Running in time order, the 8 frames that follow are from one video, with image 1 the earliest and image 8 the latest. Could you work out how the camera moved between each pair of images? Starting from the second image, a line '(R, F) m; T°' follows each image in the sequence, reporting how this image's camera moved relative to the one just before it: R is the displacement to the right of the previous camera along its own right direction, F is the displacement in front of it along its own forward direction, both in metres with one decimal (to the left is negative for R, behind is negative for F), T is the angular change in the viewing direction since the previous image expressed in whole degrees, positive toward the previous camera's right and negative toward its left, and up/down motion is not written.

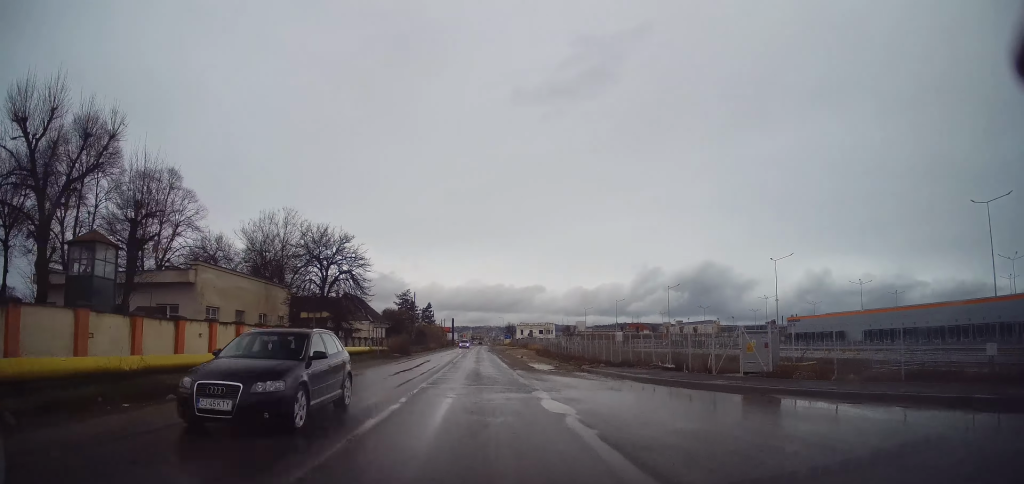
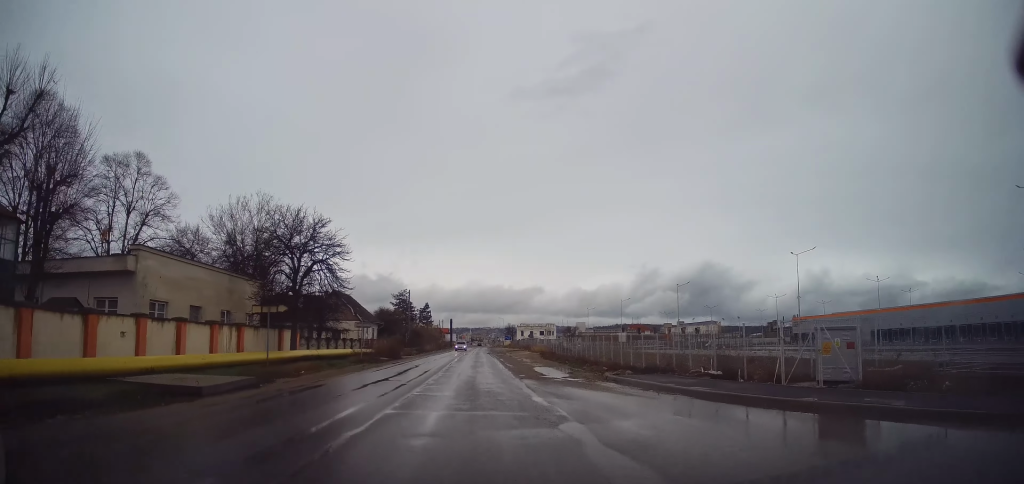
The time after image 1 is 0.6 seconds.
(-0.1, +5.3) m; -1°
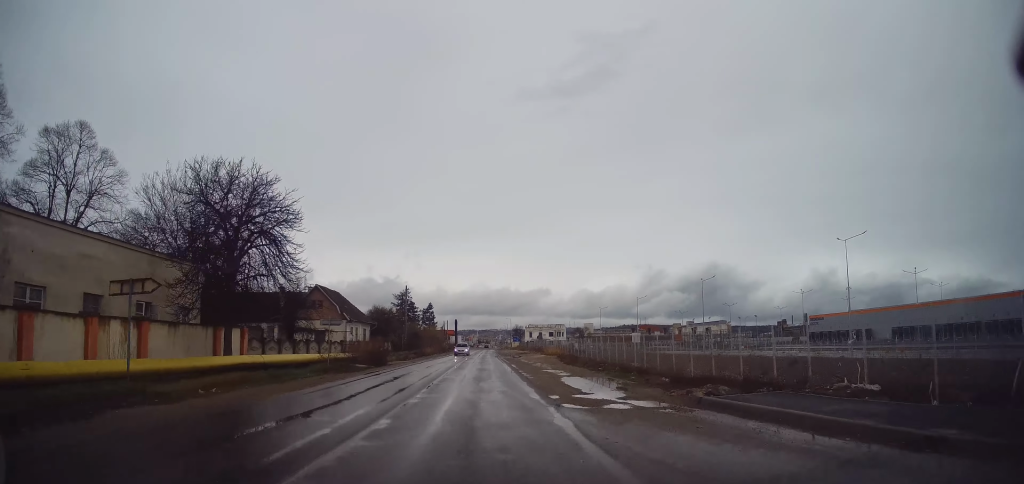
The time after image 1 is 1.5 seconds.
(-0.1, +8.8) m; 0°
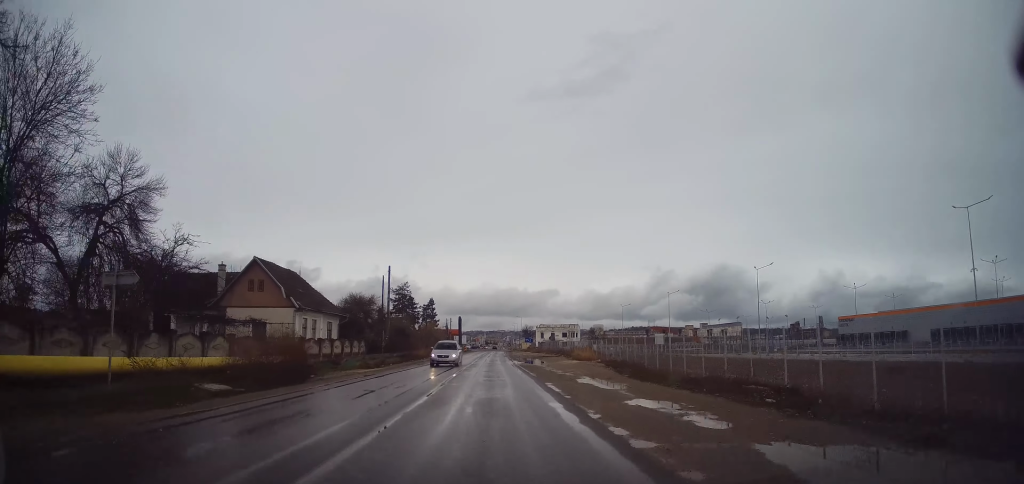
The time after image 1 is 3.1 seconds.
(+0.3, +16.2) m; -1°
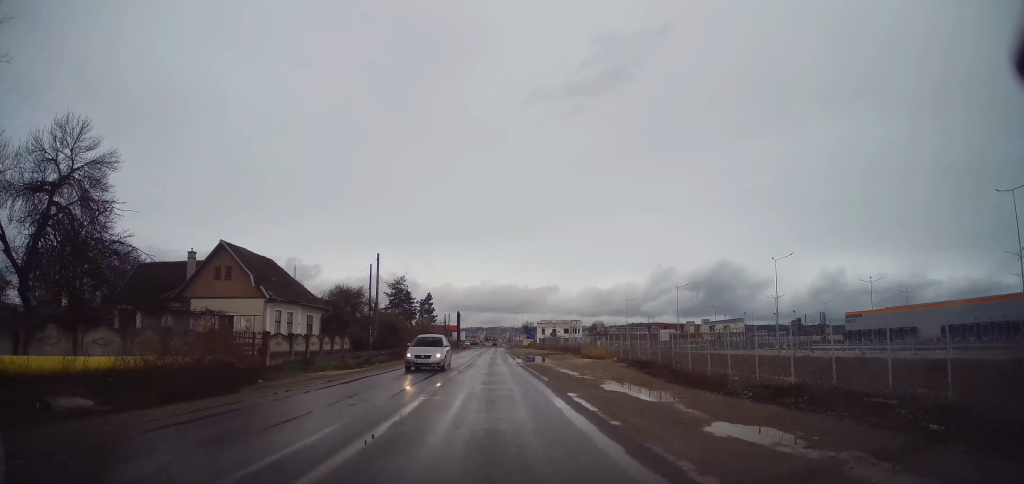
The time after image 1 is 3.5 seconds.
(-0.1, +4.9) m; 0°
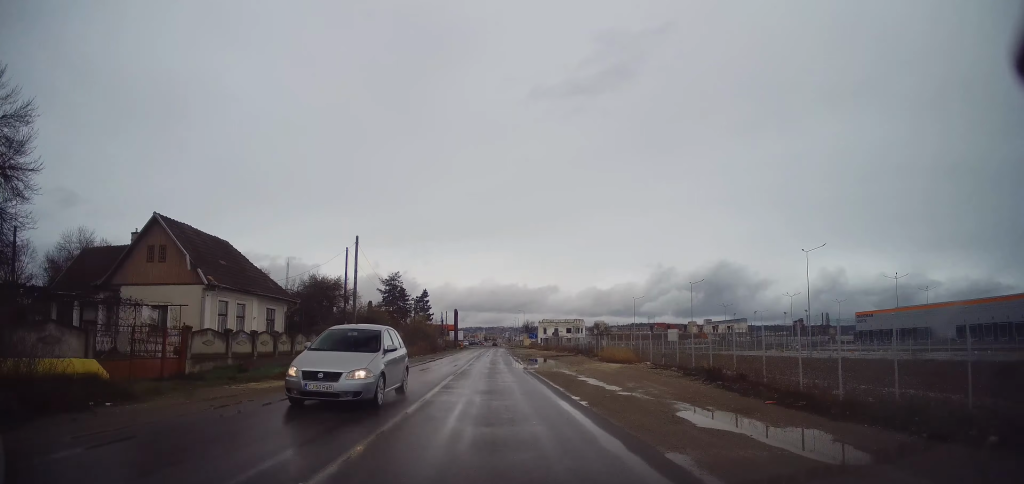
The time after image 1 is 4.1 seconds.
(-0.2, +7.3) m; 0°
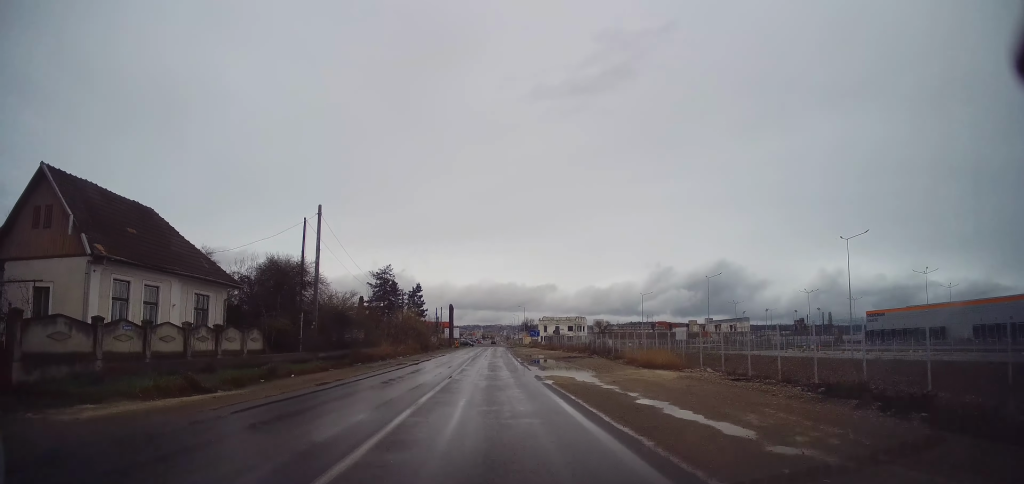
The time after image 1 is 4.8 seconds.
(+0.2, +8.2) m; +1°
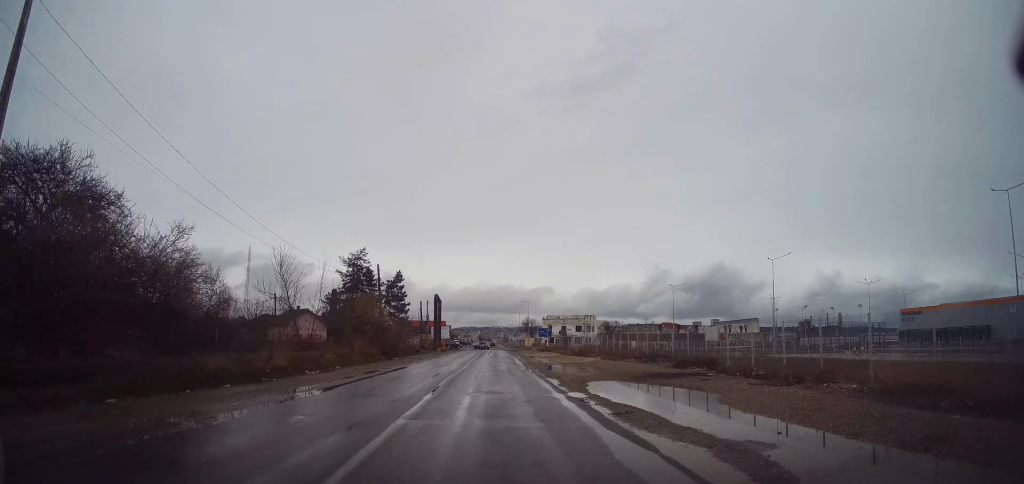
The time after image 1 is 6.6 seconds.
(0.0, +21.5) m; -1°
